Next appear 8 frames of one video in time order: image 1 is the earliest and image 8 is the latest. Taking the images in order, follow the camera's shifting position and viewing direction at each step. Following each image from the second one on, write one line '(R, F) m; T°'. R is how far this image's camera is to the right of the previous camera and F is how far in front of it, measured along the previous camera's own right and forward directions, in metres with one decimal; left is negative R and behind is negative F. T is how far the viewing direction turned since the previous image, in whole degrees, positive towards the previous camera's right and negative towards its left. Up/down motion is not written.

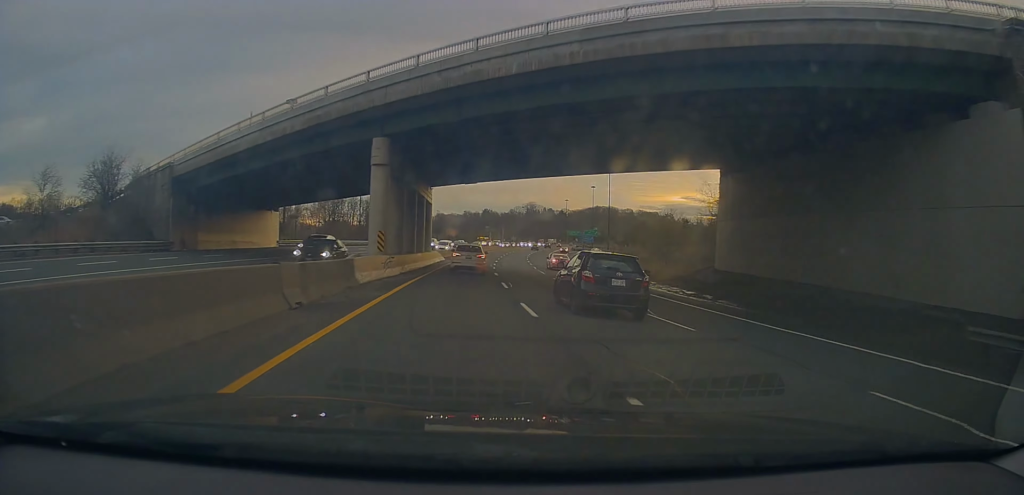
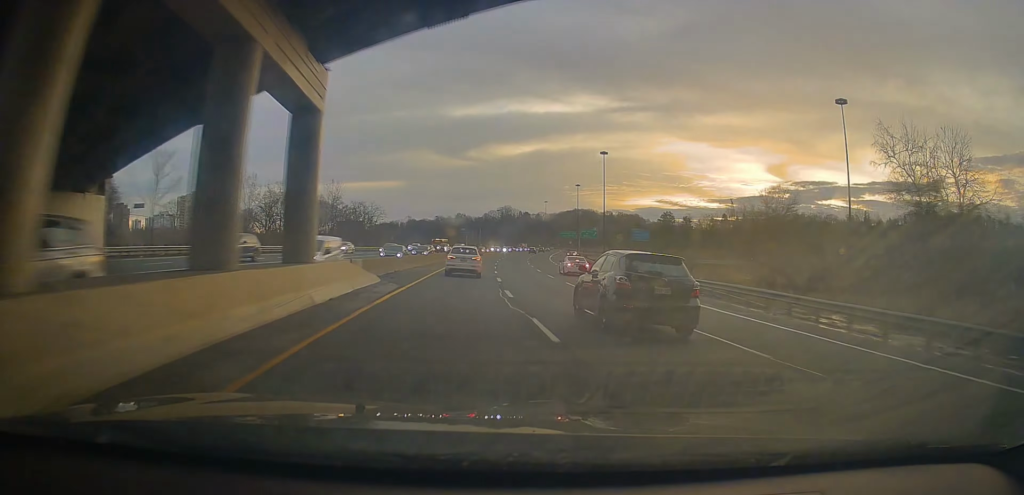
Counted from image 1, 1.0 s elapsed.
(+0.8, +31.8) m; +3°
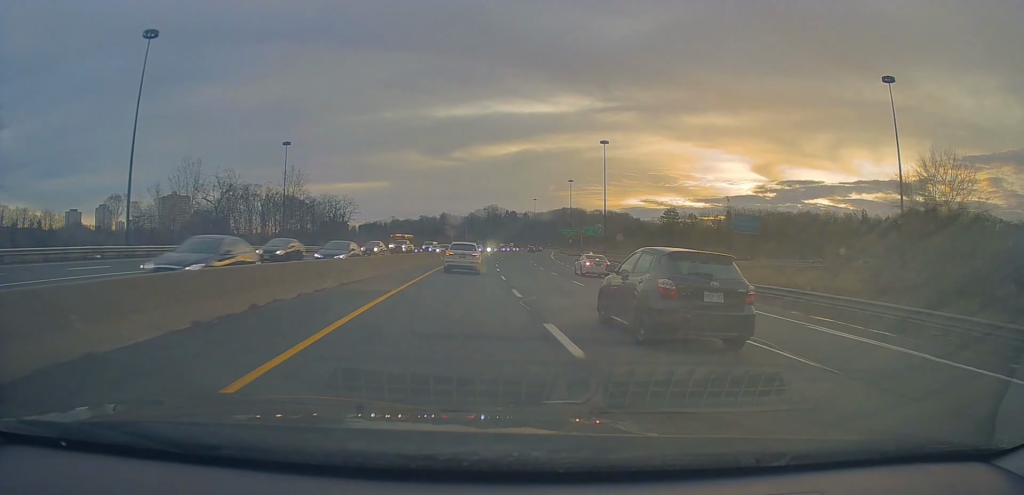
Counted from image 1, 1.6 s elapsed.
(+0.4, +19.7) m; +2°
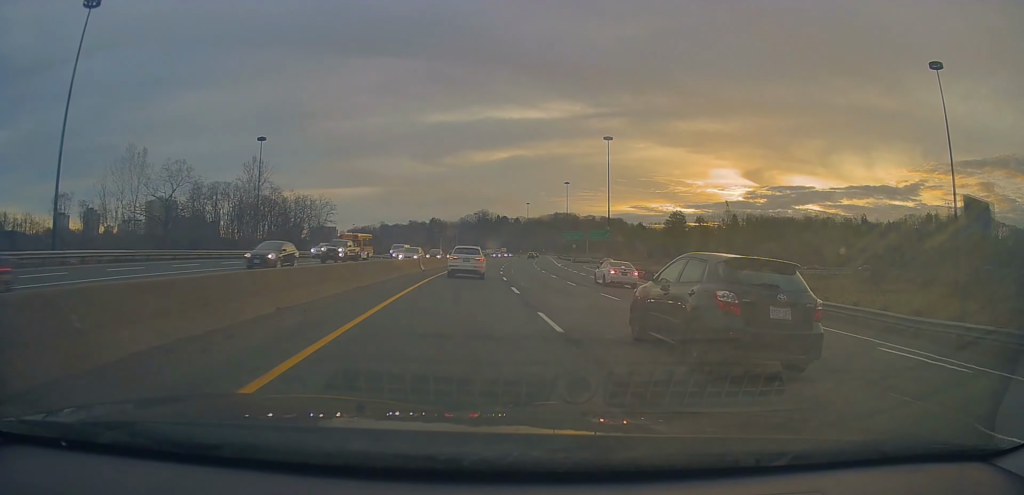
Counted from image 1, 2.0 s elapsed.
(+0.2, +15.4) m; +1°
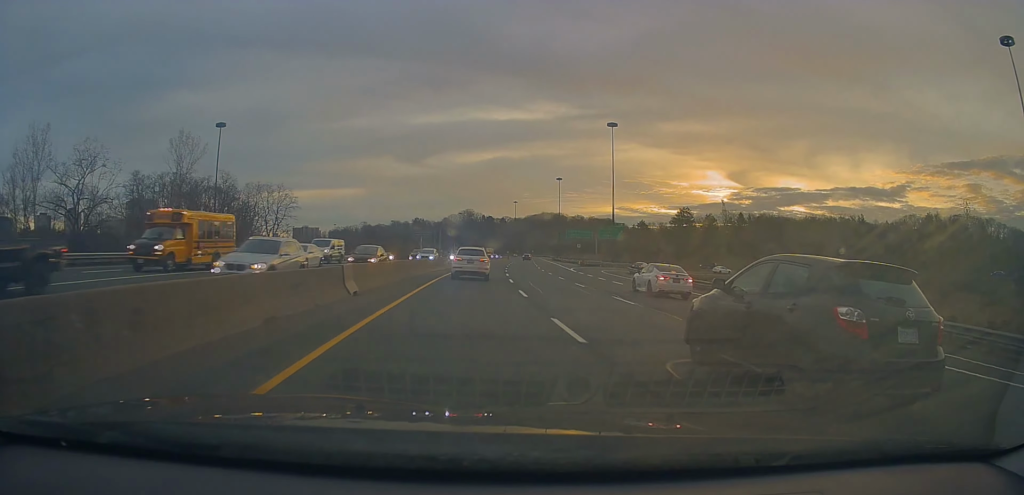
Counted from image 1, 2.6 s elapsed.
(+0.2, +19.8) m; +2°
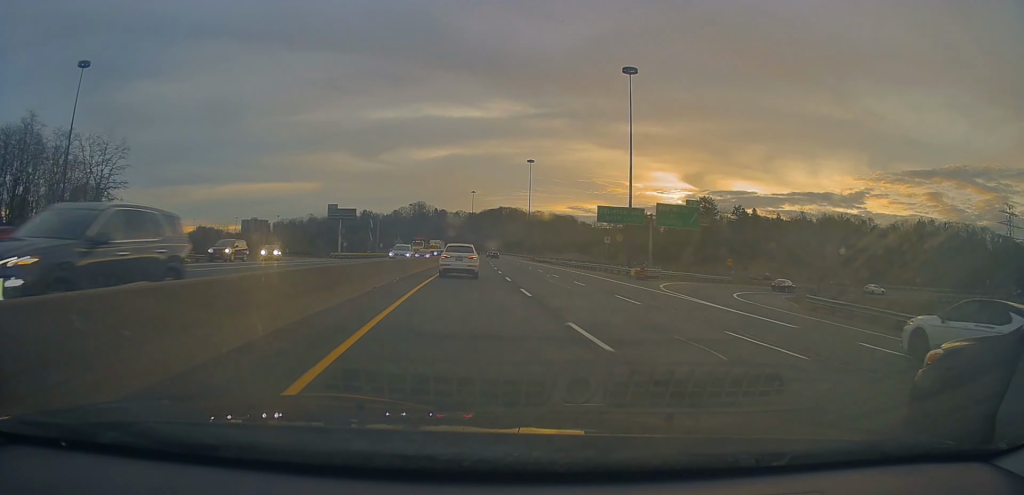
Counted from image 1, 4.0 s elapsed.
(+2.2, +45.9) m; +6°
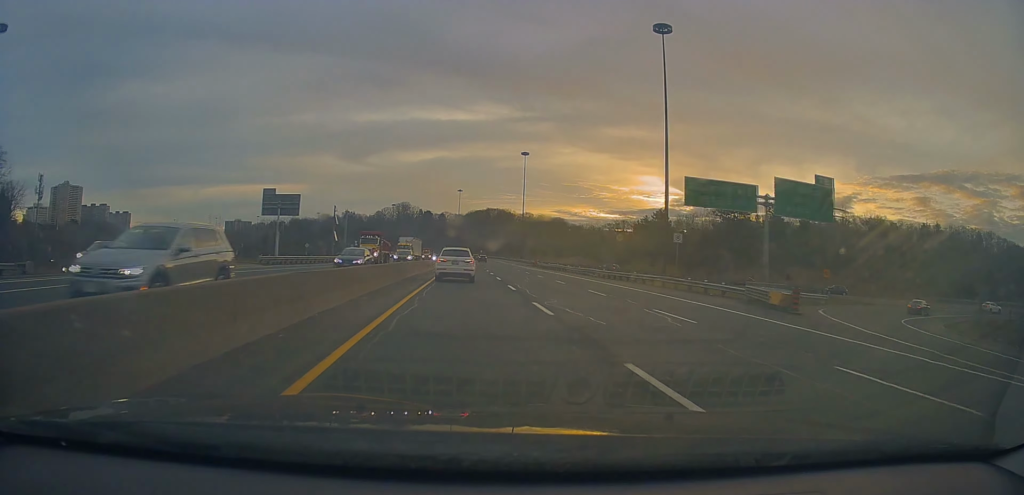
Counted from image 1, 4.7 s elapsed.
(+0.6, +22.7) m; +2°
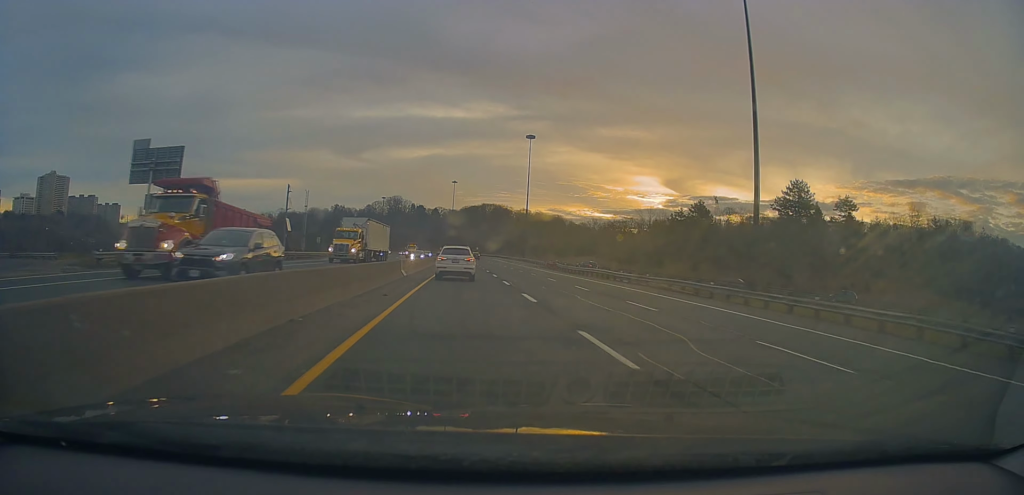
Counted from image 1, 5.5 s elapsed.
(+0.4, +24.8) m; +1°
